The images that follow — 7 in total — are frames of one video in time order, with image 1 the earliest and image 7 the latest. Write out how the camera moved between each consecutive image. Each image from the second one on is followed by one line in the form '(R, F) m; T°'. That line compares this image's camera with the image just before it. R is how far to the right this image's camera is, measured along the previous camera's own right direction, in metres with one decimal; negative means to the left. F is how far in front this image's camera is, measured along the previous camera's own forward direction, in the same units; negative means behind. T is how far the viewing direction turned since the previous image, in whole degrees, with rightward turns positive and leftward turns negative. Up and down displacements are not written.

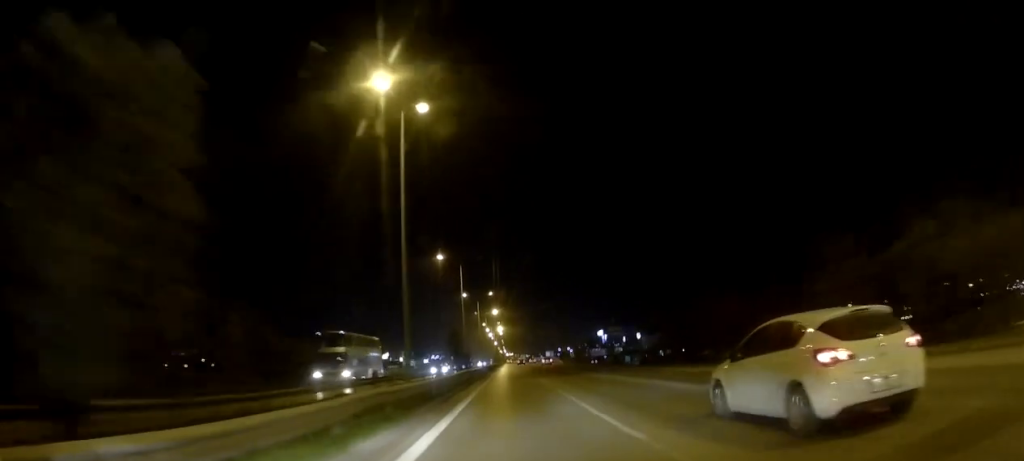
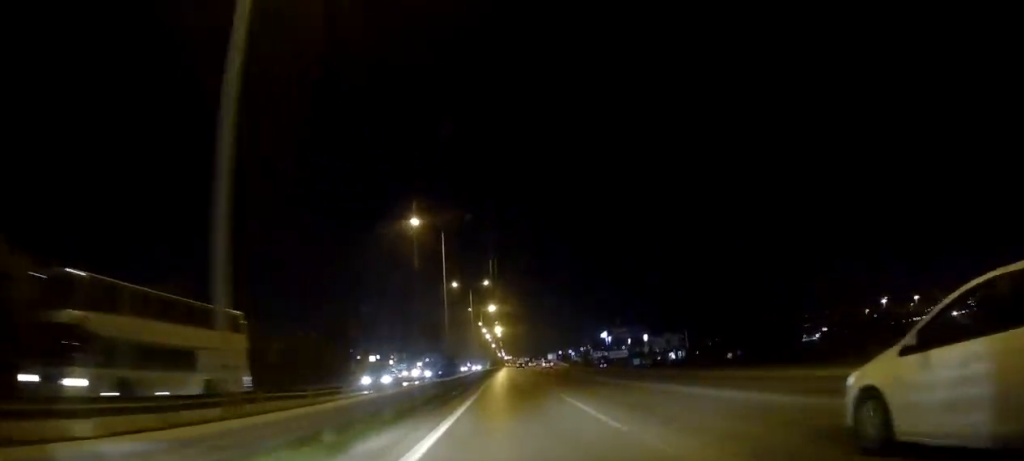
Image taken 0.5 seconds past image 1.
(0.0, +16.6) m; 0°
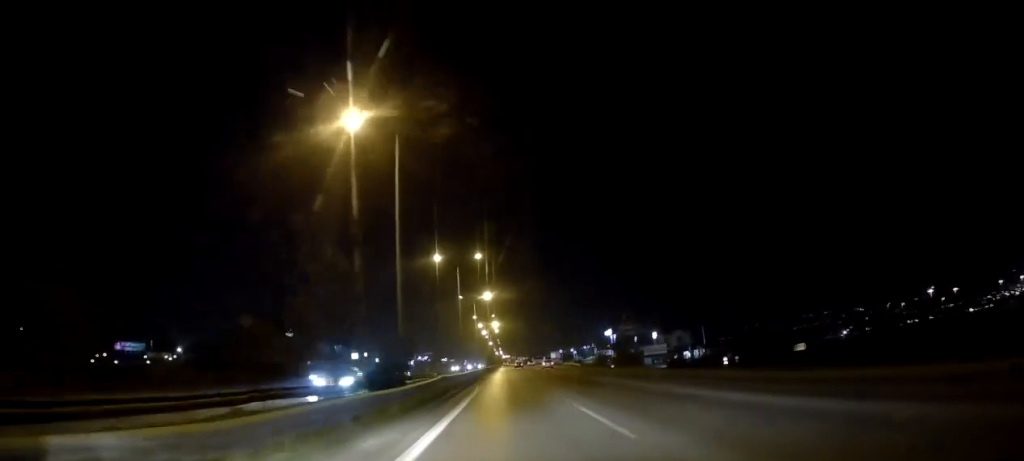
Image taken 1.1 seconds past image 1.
(0.0, +19.3) m; 0°
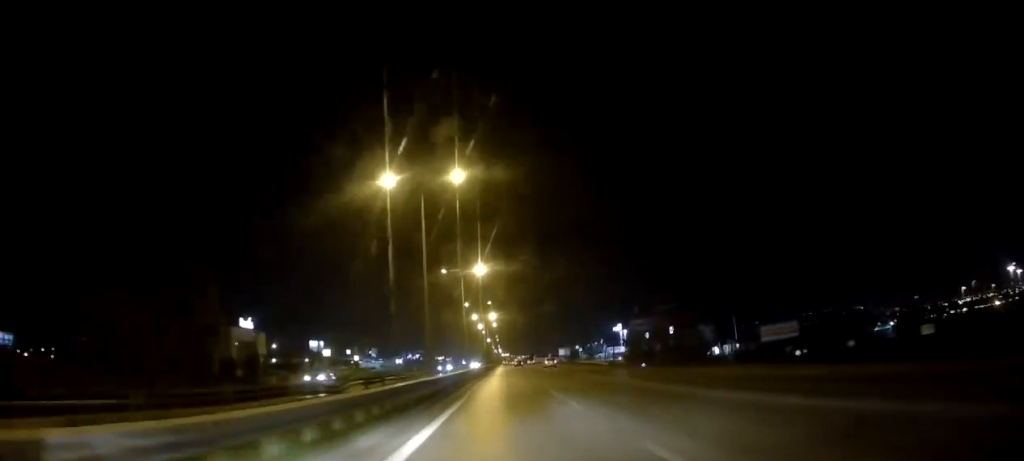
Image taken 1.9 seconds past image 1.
(0.0, +25.4) m; 0°
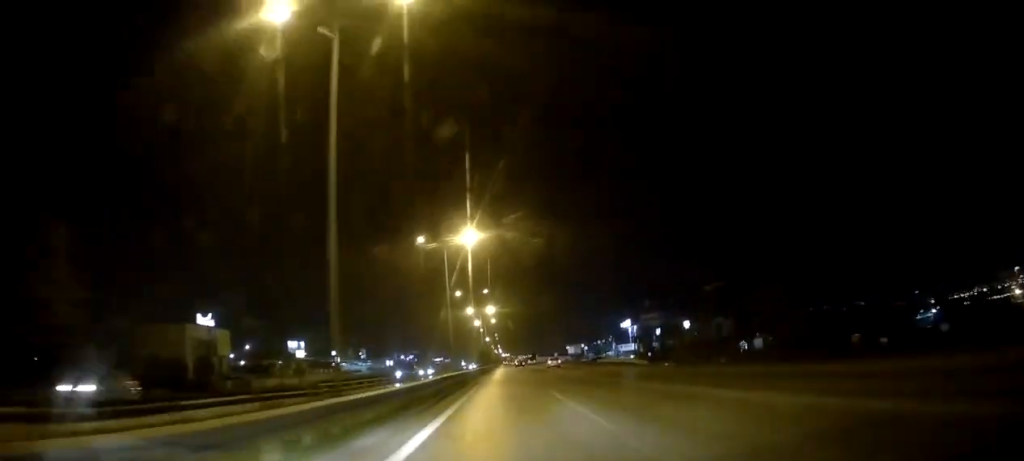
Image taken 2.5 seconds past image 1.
(0.0, +18.6) m; 0°
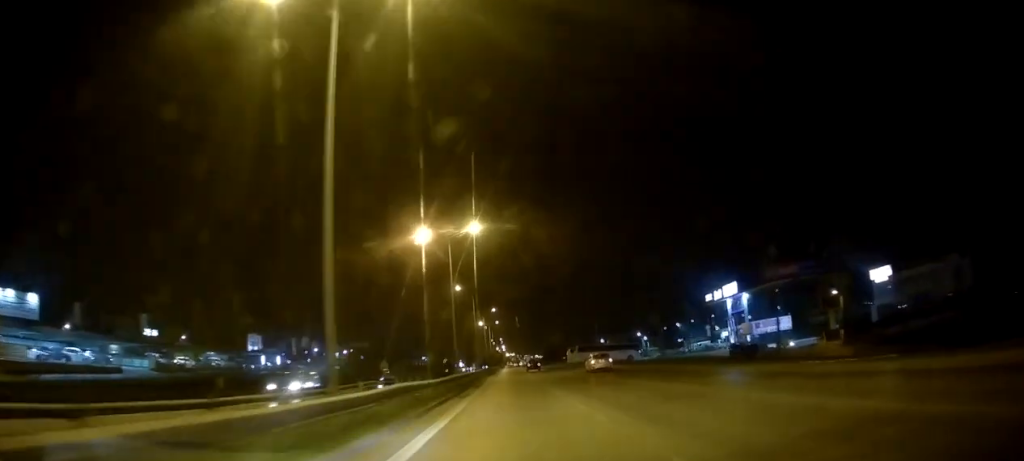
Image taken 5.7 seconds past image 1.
(-0.1, +107.0) m; 0°
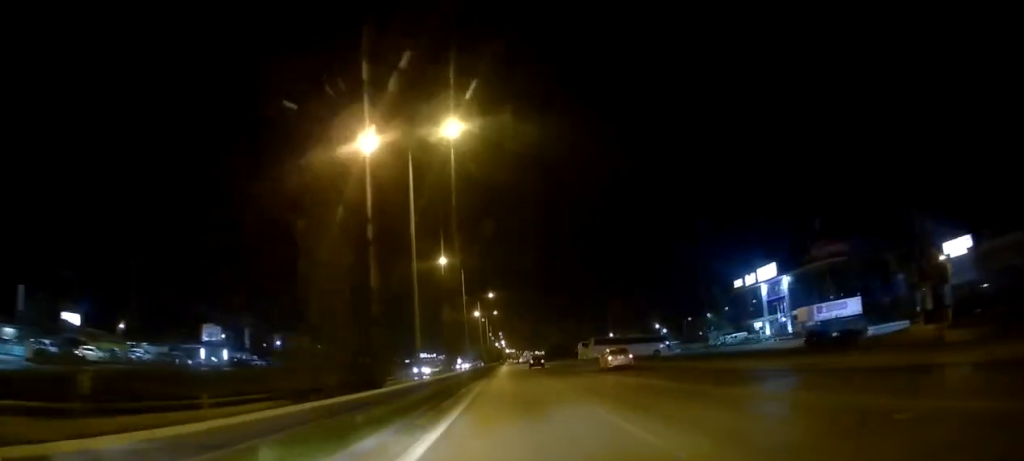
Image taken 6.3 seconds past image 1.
(-0.1, +20.2) m; 0°
